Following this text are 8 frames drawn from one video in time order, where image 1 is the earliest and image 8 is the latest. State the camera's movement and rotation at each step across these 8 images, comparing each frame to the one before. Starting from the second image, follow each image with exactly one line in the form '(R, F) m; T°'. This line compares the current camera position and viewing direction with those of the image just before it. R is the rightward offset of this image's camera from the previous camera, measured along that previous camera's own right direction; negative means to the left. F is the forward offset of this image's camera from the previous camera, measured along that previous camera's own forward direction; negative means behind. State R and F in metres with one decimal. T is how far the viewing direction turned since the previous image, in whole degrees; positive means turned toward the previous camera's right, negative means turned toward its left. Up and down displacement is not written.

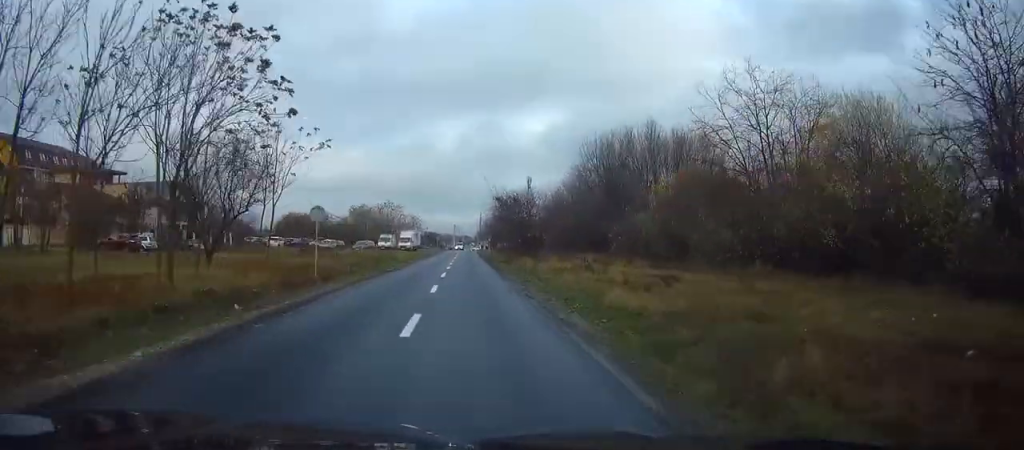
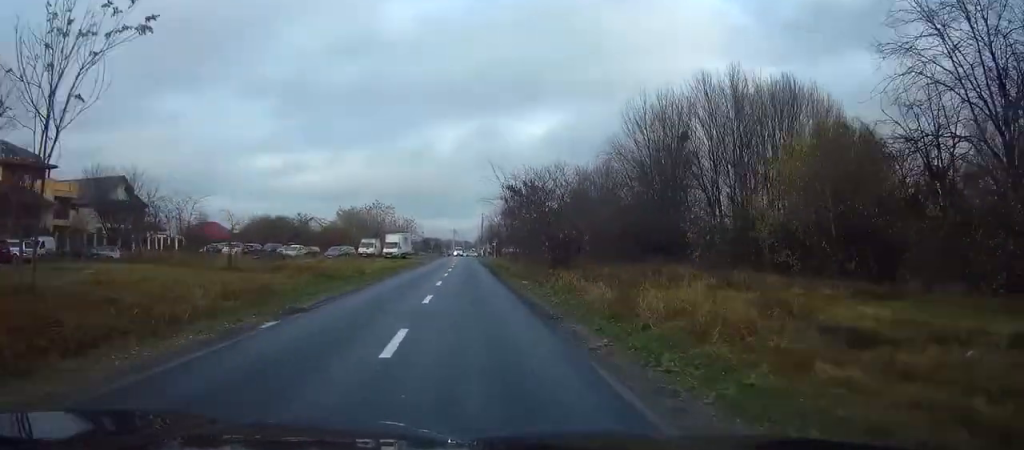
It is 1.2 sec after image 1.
(0.0, +20.0) m; 0°
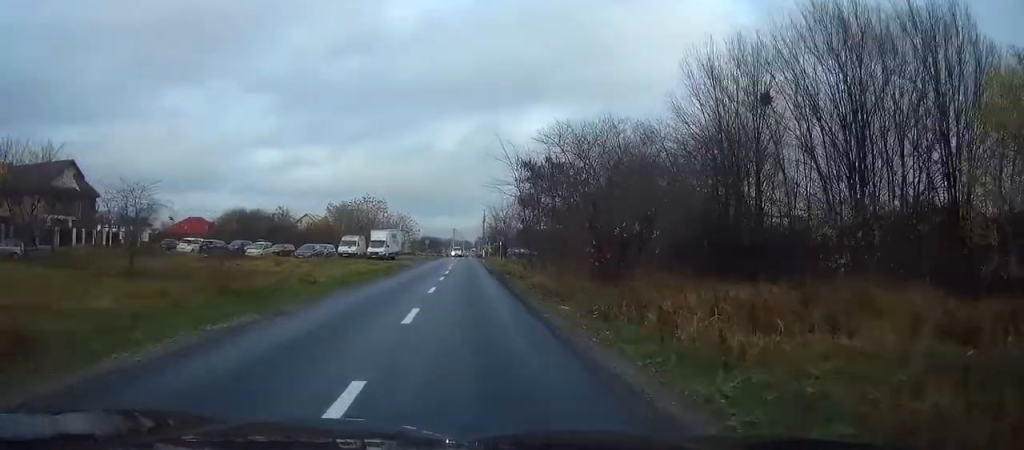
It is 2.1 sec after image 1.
(0.0, +14.1) m; 0°
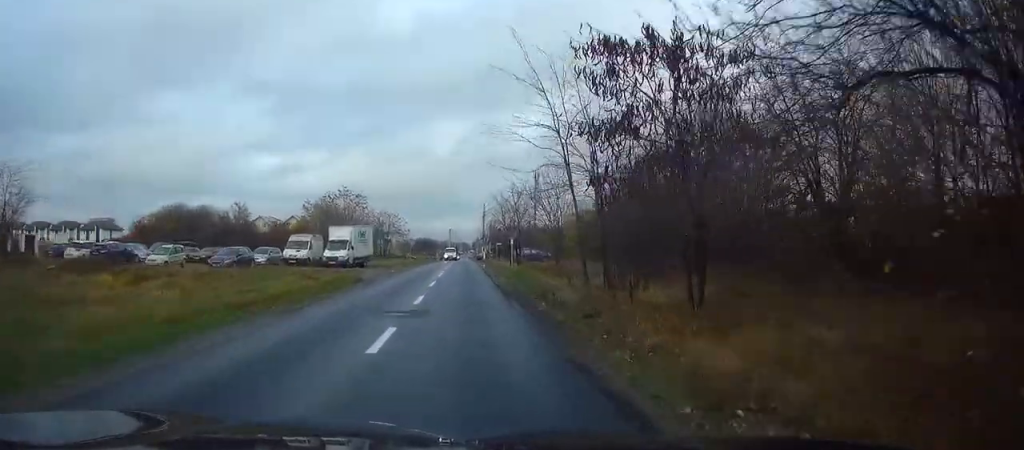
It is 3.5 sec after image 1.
(0.0, +22.2) m; 0°
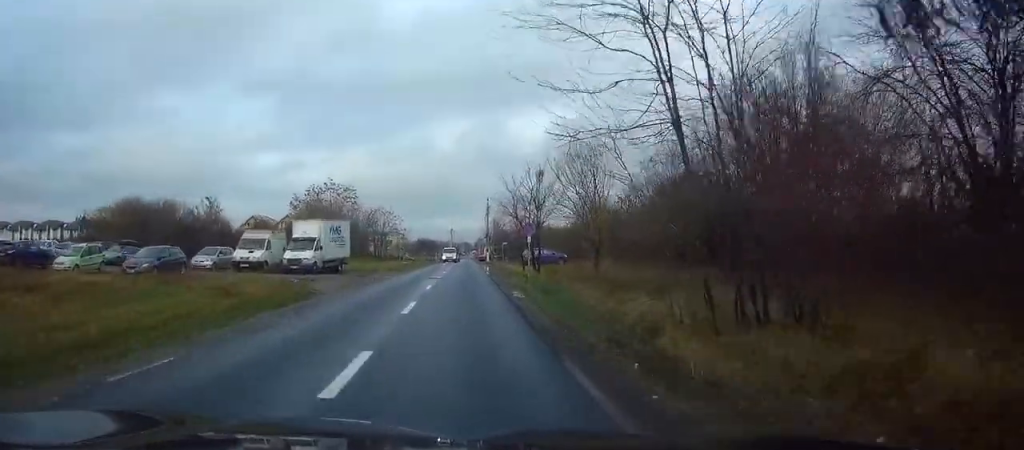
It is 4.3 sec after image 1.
(+0.1, +12.3) m; 0°
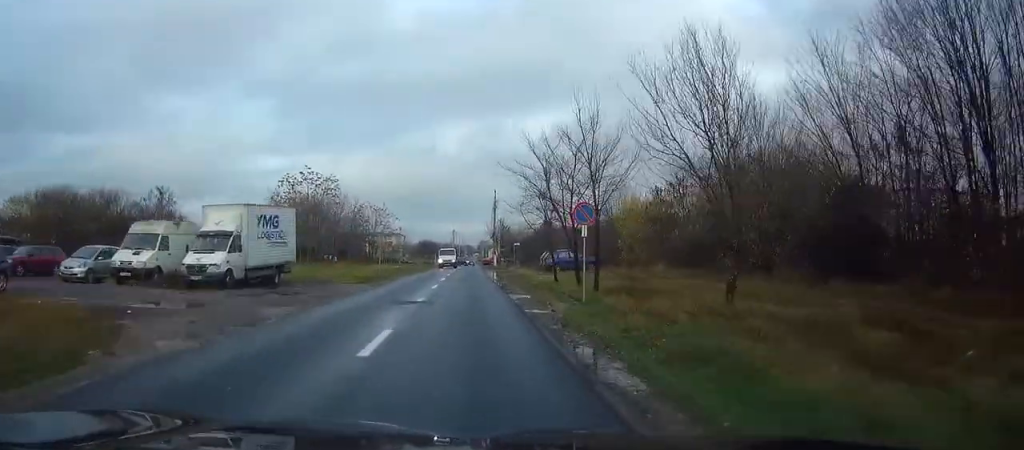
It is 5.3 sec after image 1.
(-0.1, +16.0) m; 0°
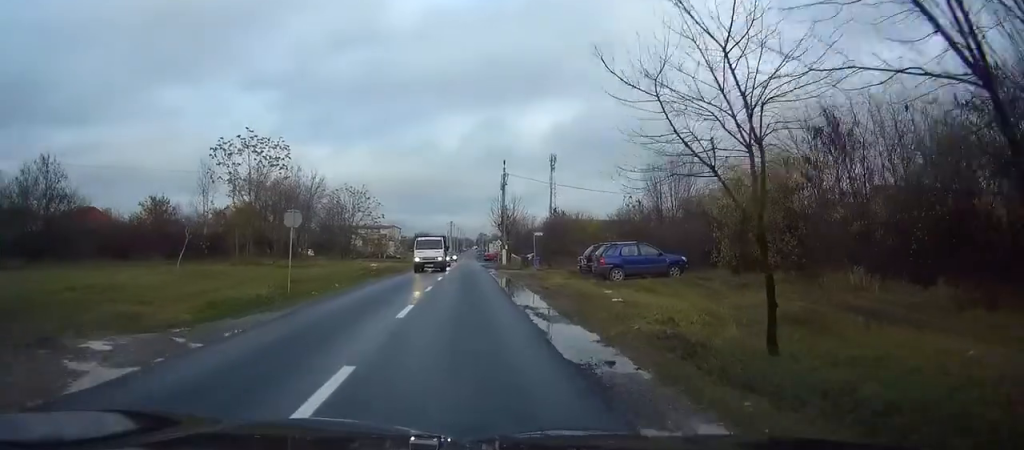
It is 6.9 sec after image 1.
(-0.1, +22.5) m; 0°
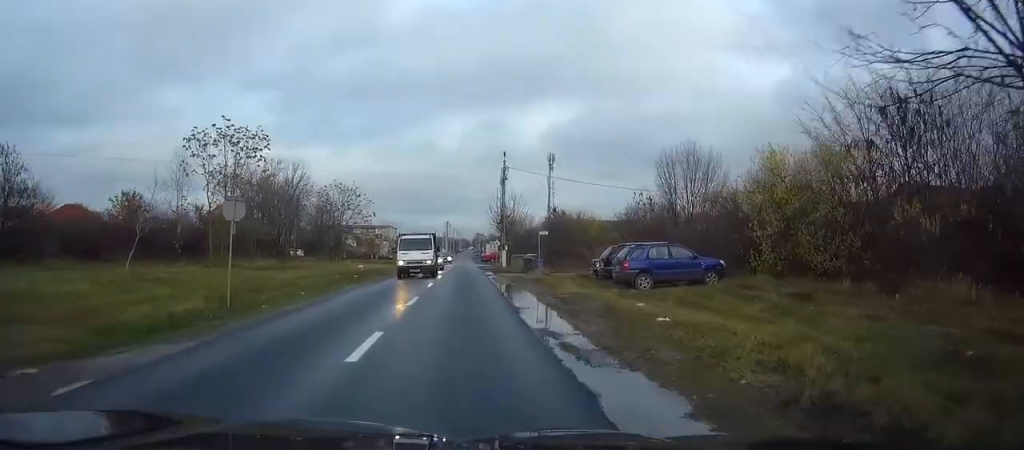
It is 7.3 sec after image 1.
(-0.1, +5.6) m; 0°
